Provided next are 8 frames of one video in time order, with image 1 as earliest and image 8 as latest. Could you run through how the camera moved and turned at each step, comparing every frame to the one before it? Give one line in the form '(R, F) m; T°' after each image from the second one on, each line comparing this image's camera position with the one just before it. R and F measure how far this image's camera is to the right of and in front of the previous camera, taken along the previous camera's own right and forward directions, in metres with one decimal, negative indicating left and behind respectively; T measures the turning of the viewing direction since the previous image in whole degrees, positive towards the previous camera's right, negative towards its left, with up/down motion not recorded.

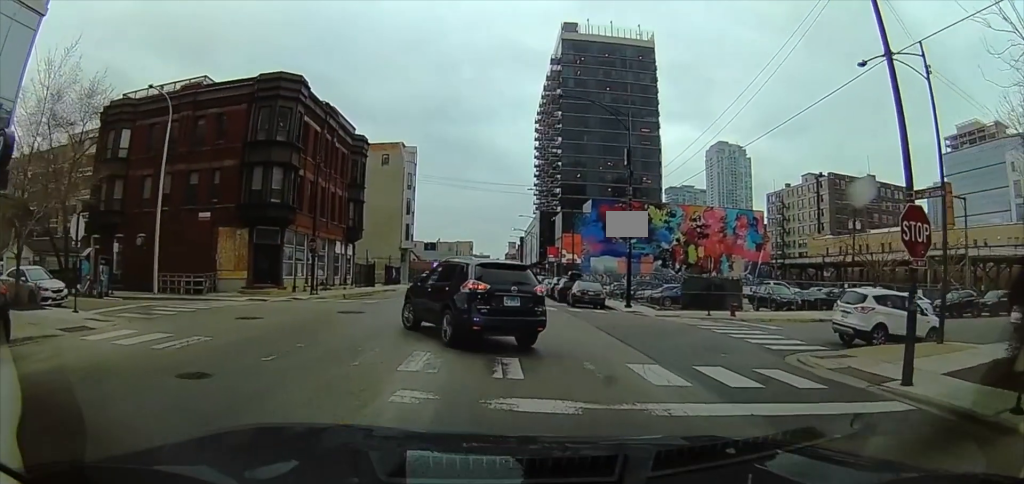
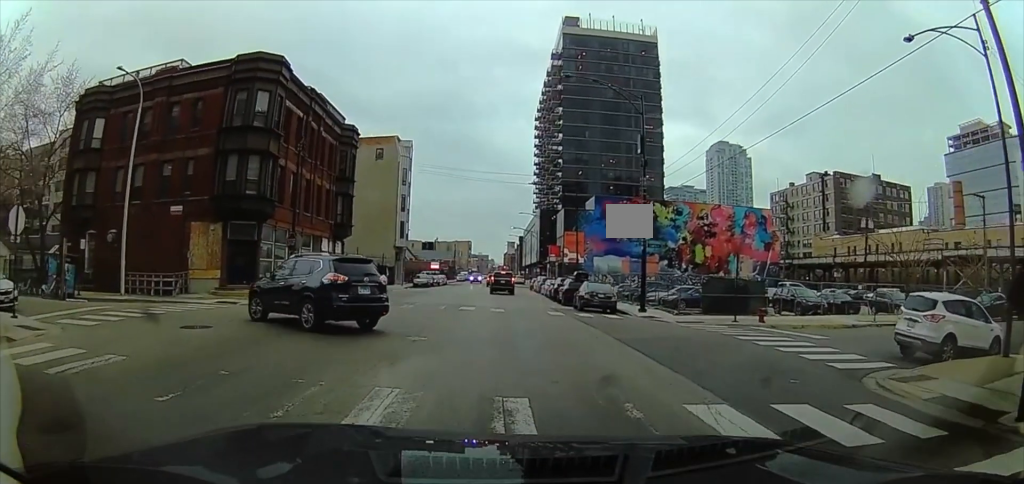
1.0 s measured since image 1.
(0.0, +3.2) m; 0°
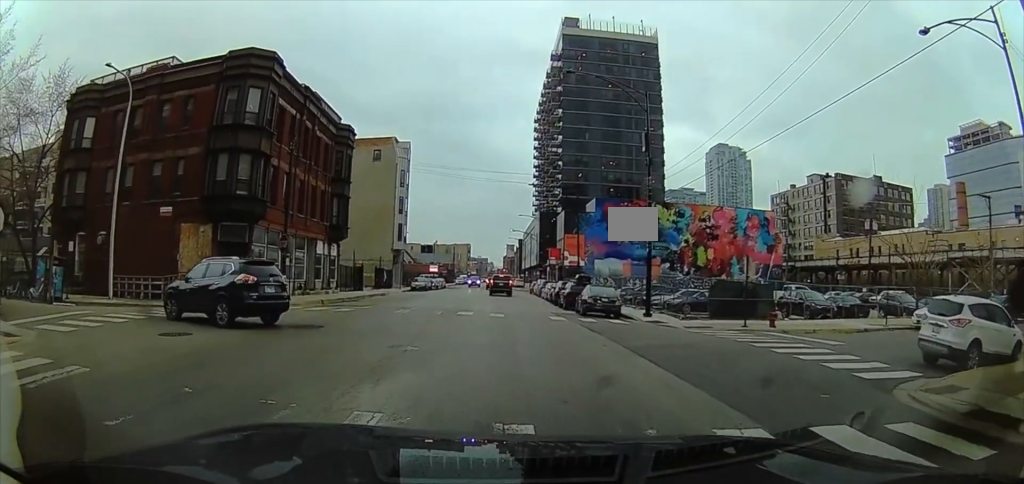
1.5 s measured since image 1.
(0.0, +1.4) m; 0°
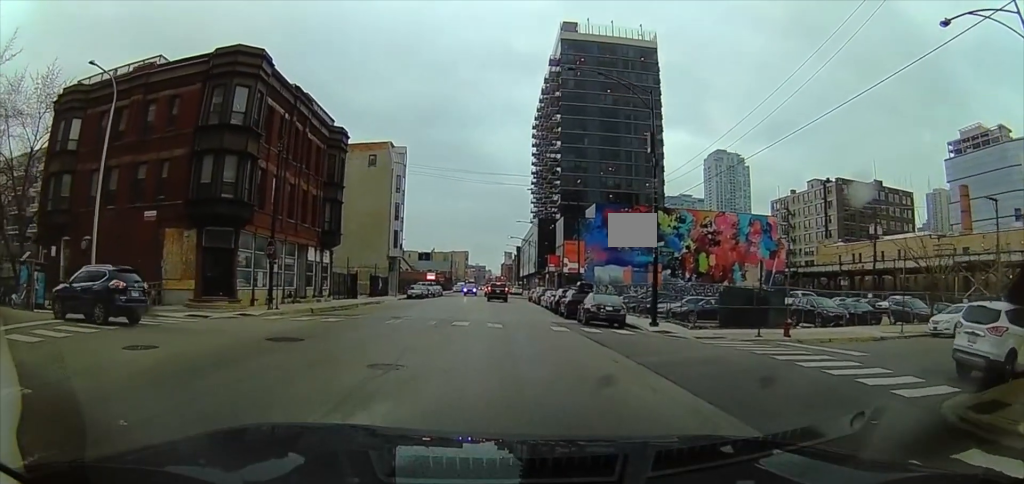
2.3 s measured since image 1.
(0.0, +1.9) m; 0°
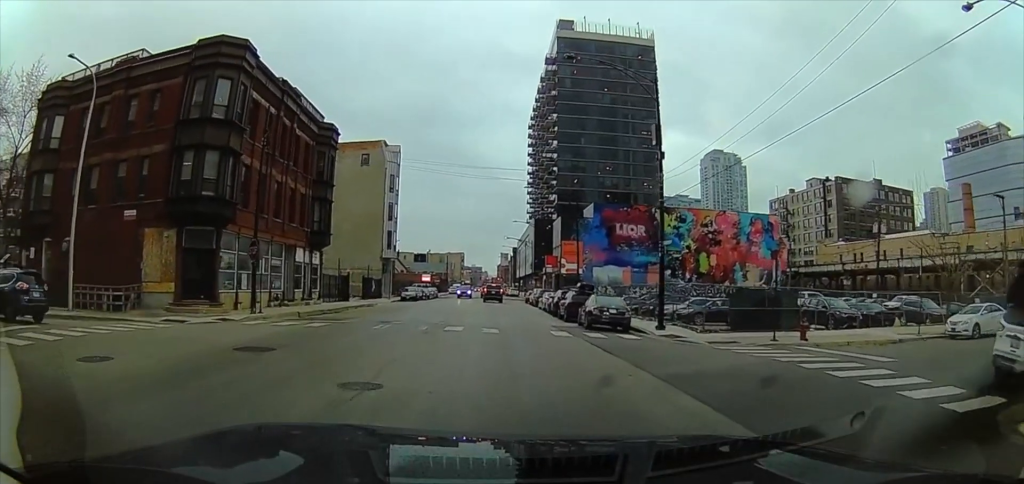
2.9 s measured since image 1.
(0.0, +1.9) m; 0°
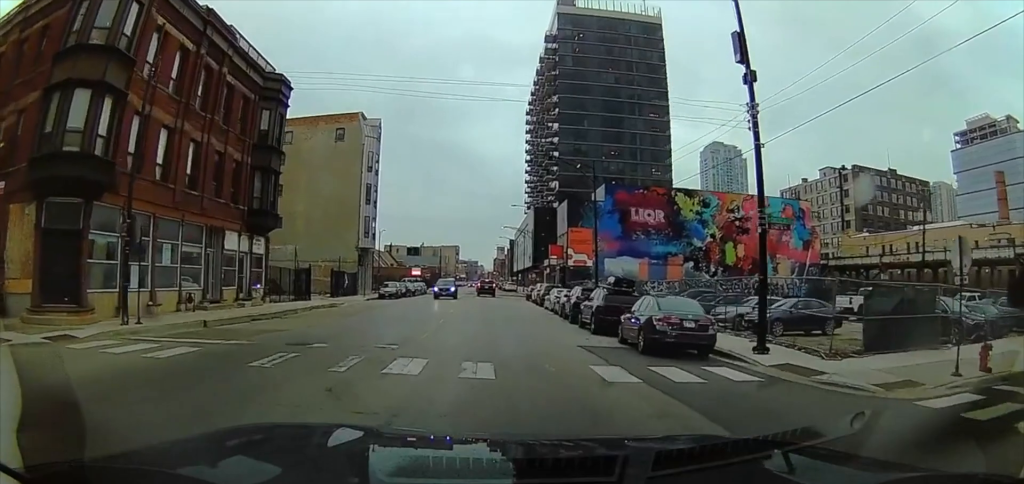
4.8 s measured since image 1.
(0.0, +9.7) m; 0°
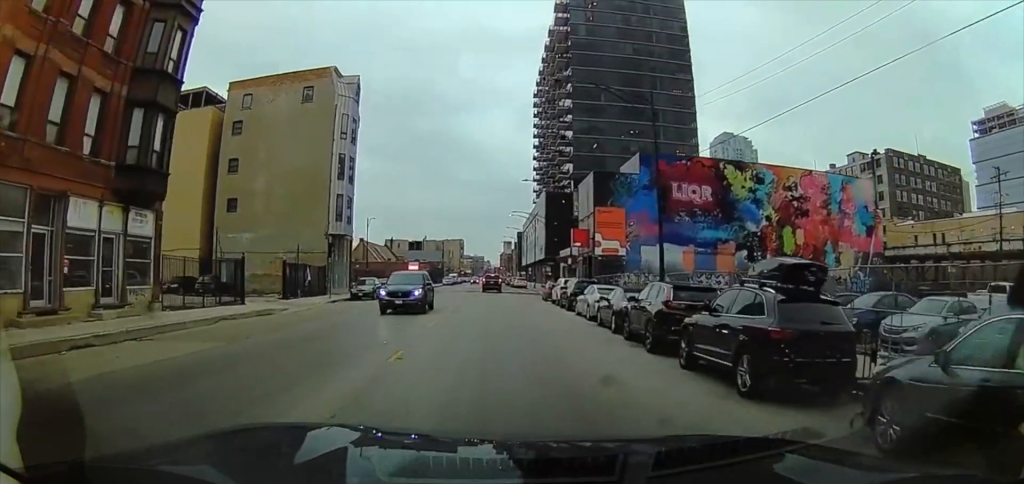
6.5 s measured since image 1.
(0.0, +11.7) m; 0°
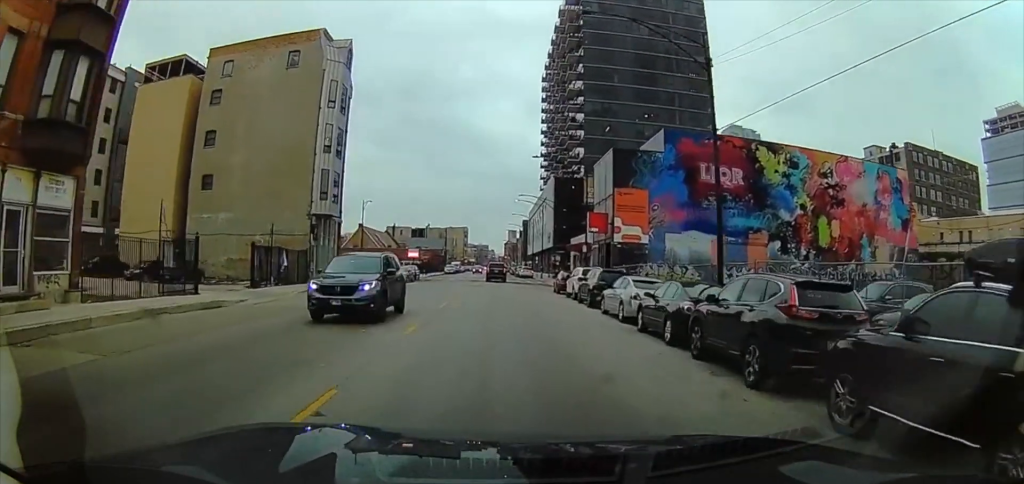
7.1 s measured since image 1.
(0.0, +5.4) m; 0°
